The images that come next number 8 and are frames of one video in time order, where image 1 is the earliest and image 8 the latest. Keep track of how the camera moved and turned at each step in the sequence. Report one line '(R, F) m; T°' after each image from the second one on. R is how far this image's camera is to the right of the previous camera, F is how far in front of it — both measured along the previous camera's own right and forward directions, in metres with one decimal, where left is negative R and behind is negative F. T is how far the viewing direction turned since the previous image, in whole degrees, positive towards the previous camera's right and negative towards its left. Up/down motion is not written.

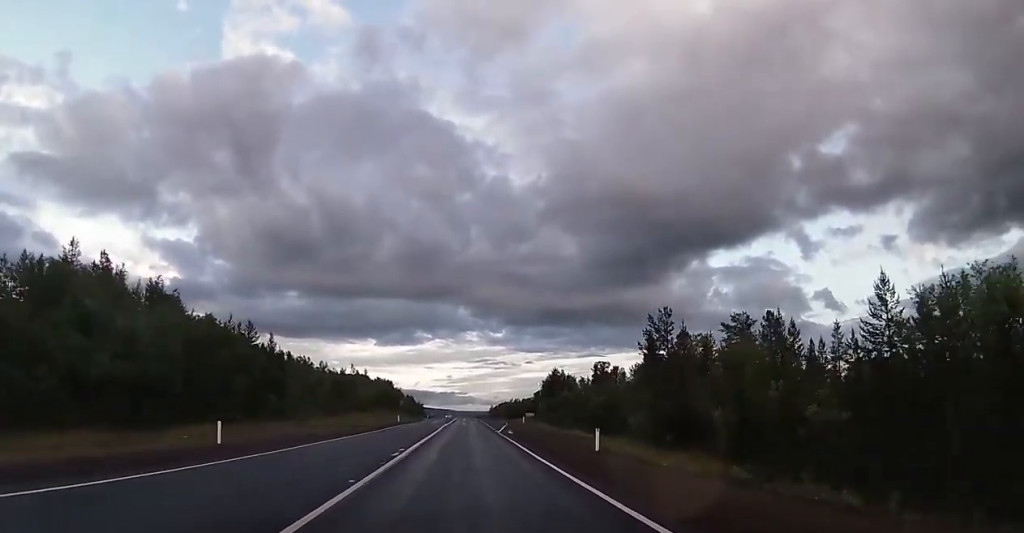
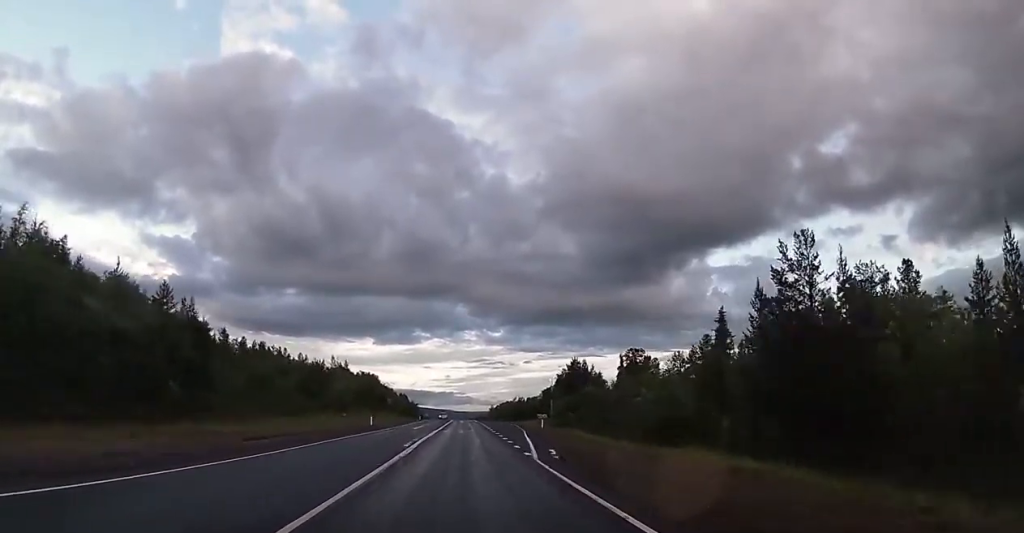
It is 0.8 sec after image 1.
(-0.1, +22.7) m; 0°
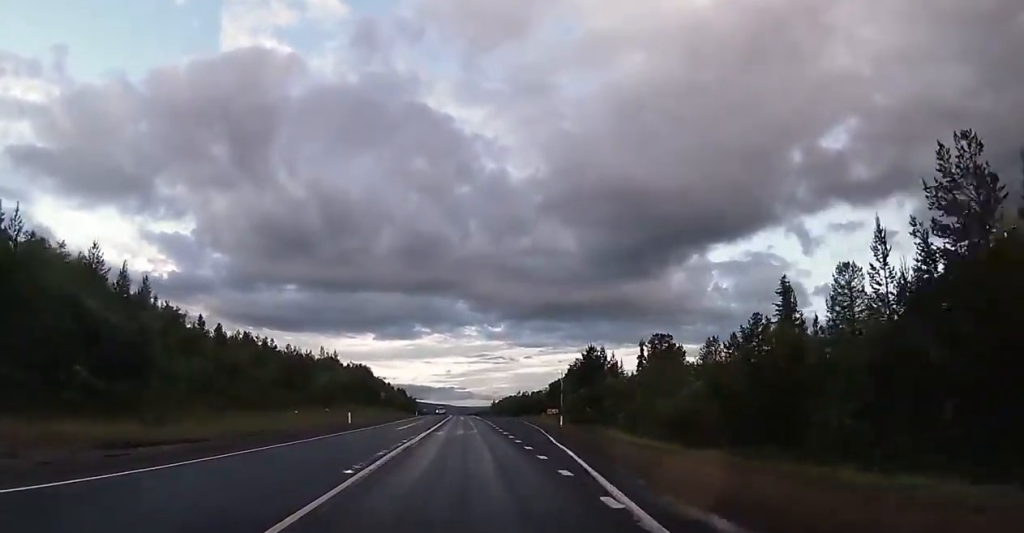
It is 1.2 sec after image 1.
(+0.1, +11.7) m; 0°
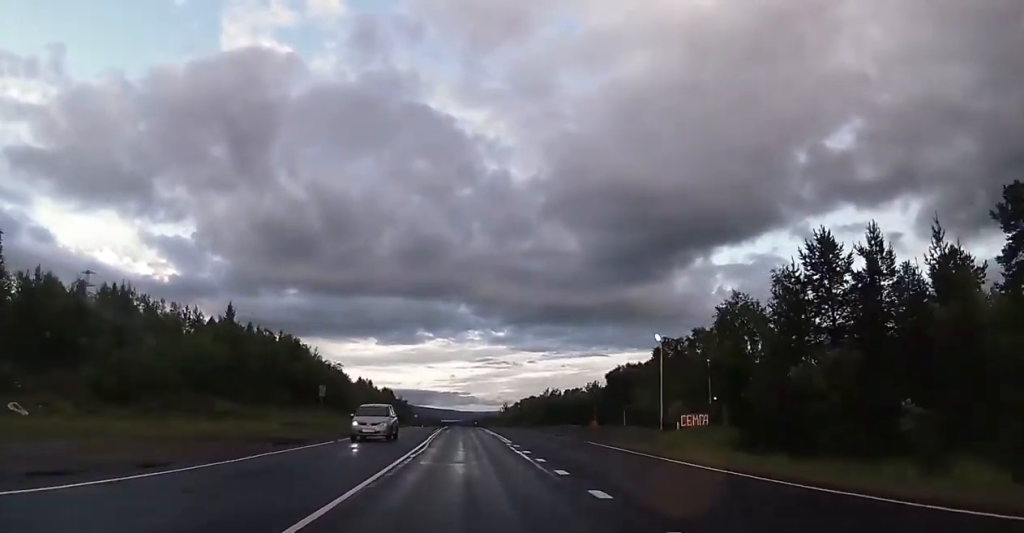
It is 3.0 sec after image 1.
(+0.6, +54.5) m; +1°
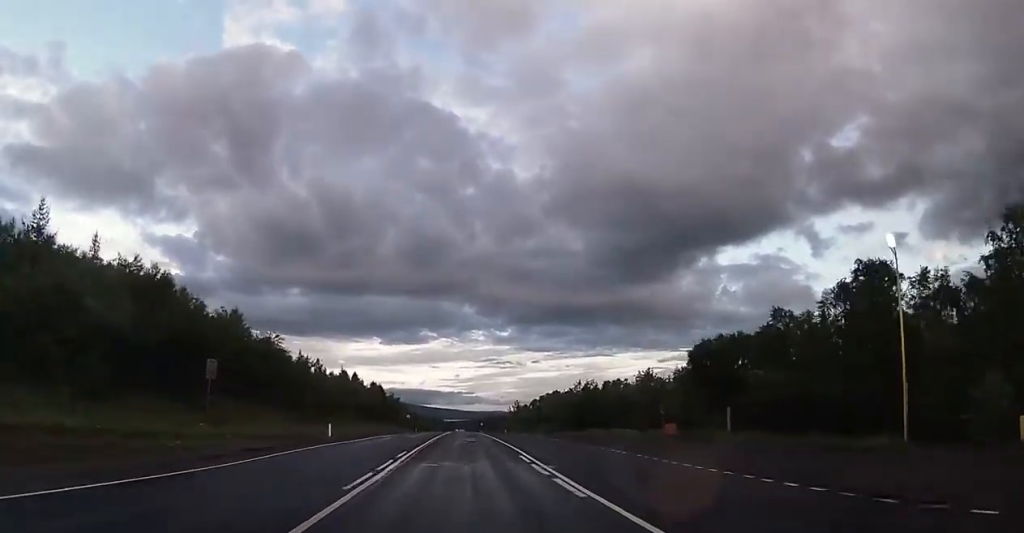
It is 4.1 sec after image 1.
(-0.1, +32.0) m; 0°
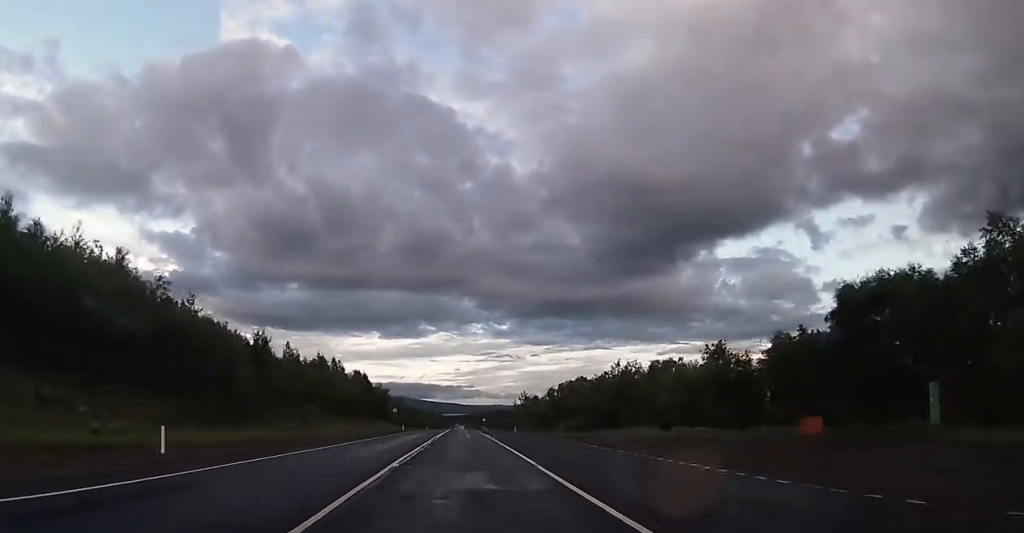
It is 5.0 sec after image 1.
(-0.1, +24.2) m; 0°
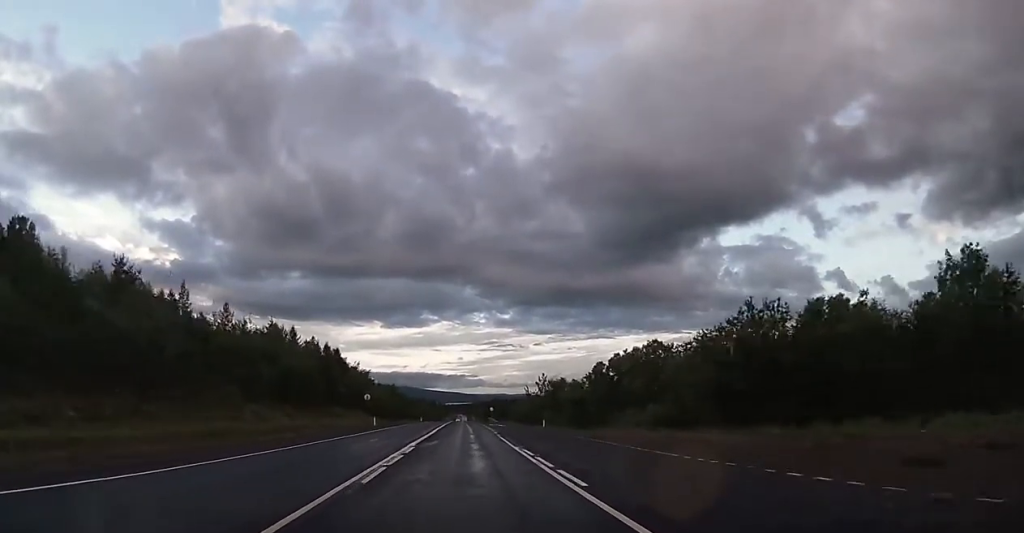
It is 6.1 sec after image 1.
(-0.2, +32.8) m; -1°
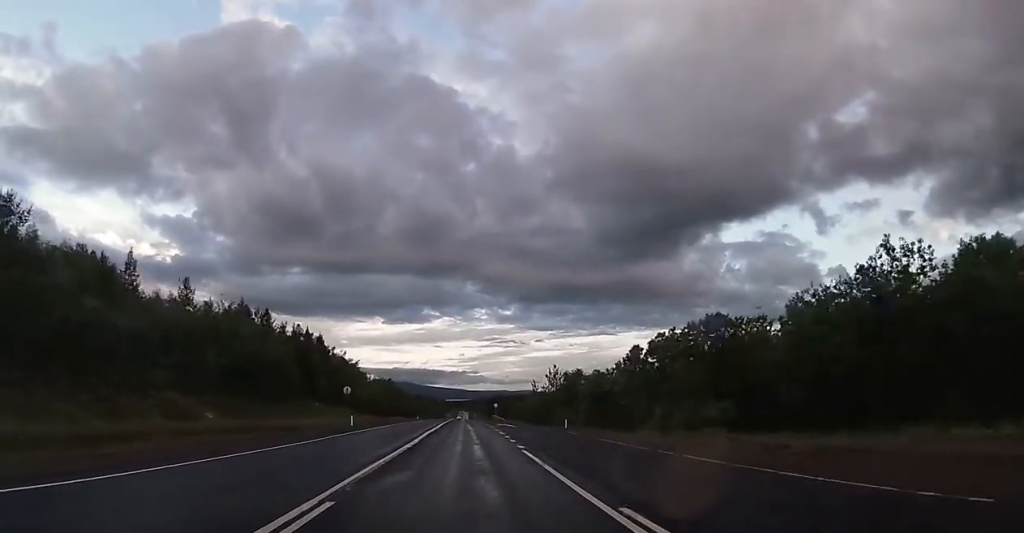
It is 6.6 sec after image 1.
(-0.2, +13.6) m; 0°
